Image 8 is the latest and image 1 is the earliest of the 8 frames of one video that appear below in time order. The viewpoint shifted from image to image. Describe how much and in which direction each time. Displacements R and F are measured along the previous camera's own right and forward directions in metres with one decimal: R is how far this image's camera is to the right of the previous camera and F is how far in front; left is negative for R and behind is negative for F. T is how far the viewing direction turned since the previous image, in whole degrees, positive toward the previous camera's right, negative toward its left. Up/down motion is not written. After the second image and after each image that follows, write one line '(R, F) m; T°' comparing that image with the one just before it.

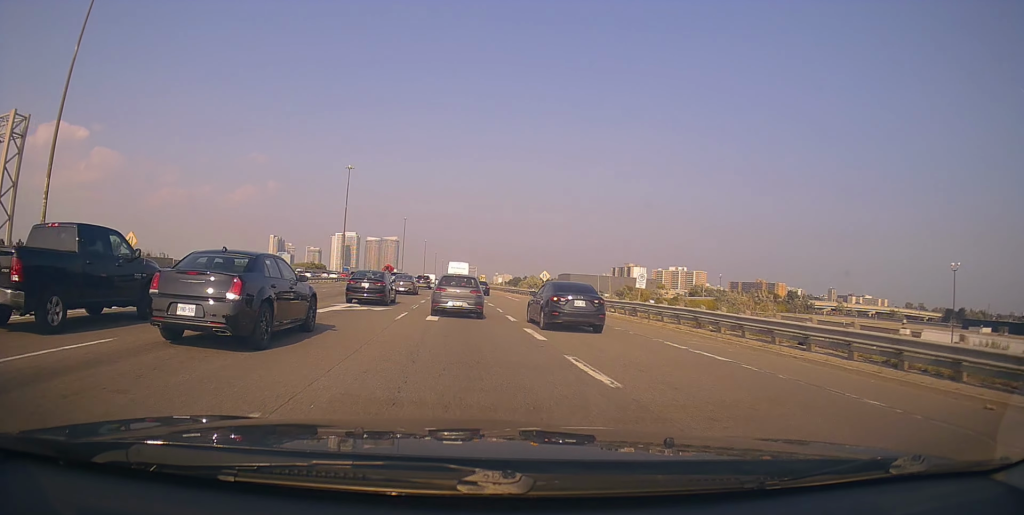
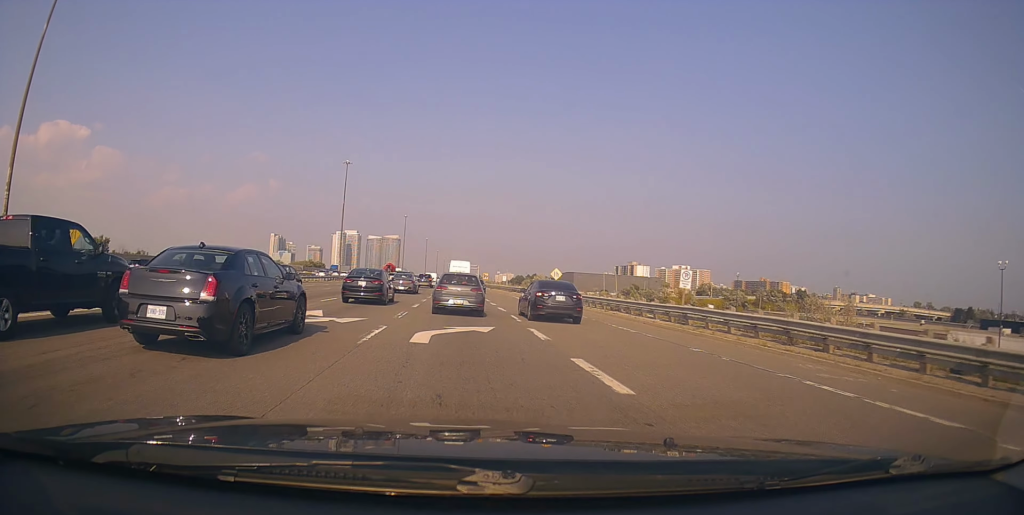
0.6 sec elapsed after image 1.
(+0.1, +6.2) m; 0°
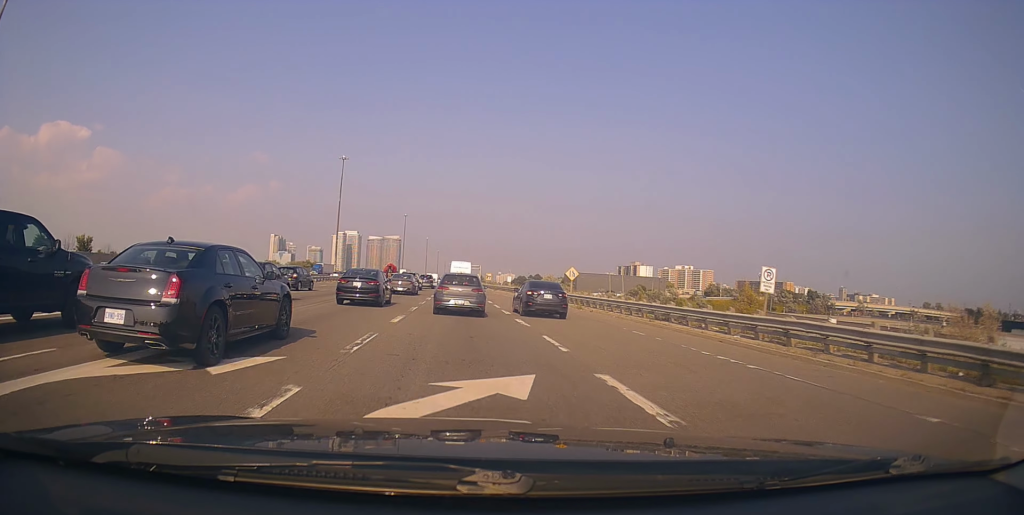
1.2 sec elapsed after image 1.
(0.0, +7.6) m; -1°
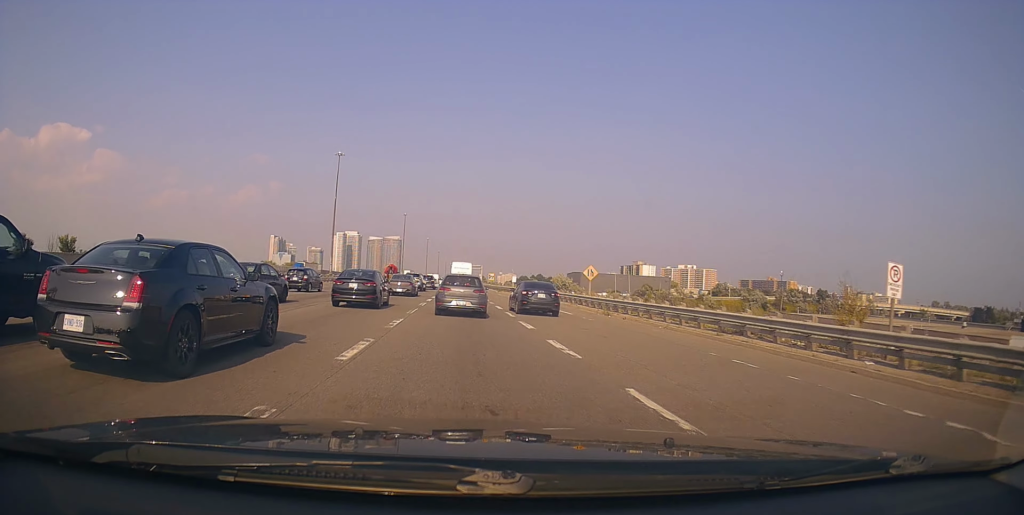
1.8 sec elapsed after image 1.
(0.0, +6.9) m; -1°
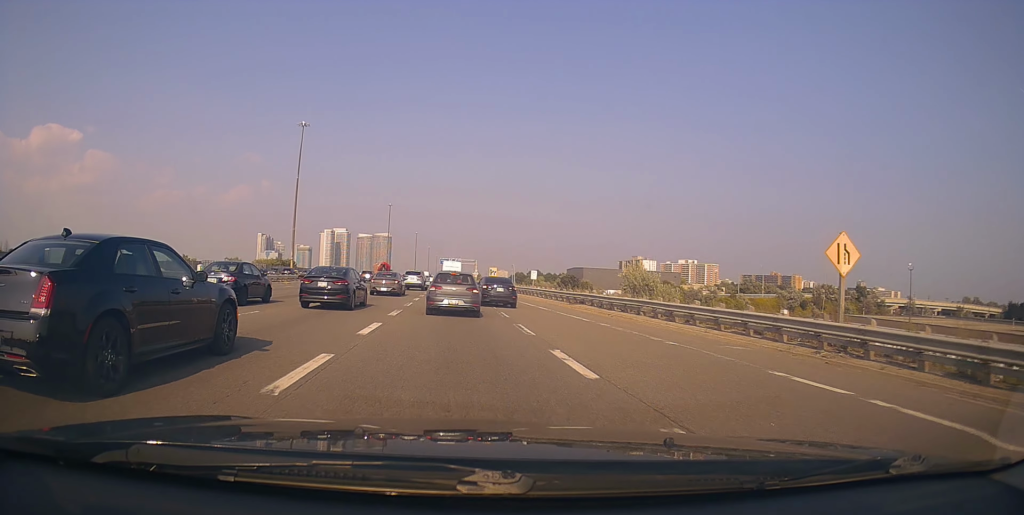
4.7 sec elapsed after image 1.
(-0.5, +32.8) m; +1°
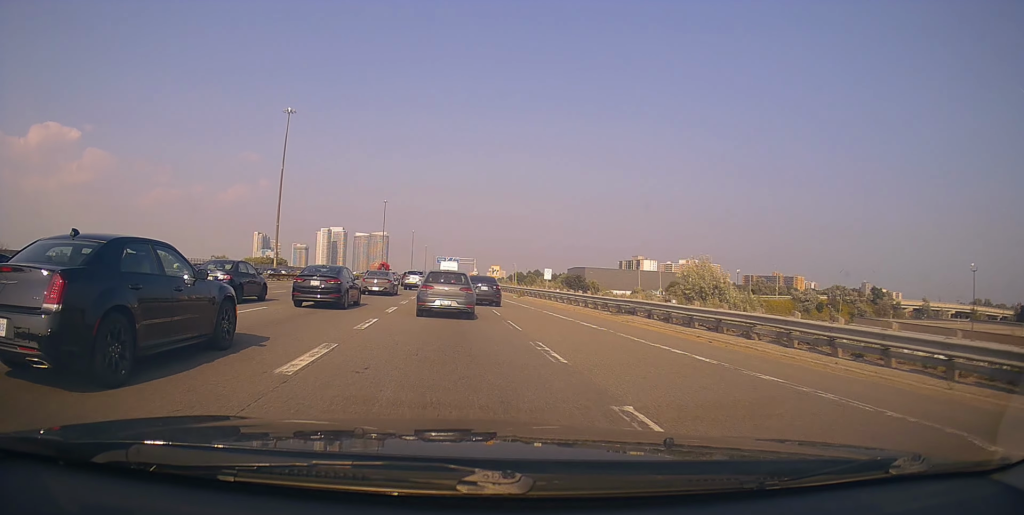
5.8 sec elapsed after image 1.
(-0.1, +11.2) m; -1°
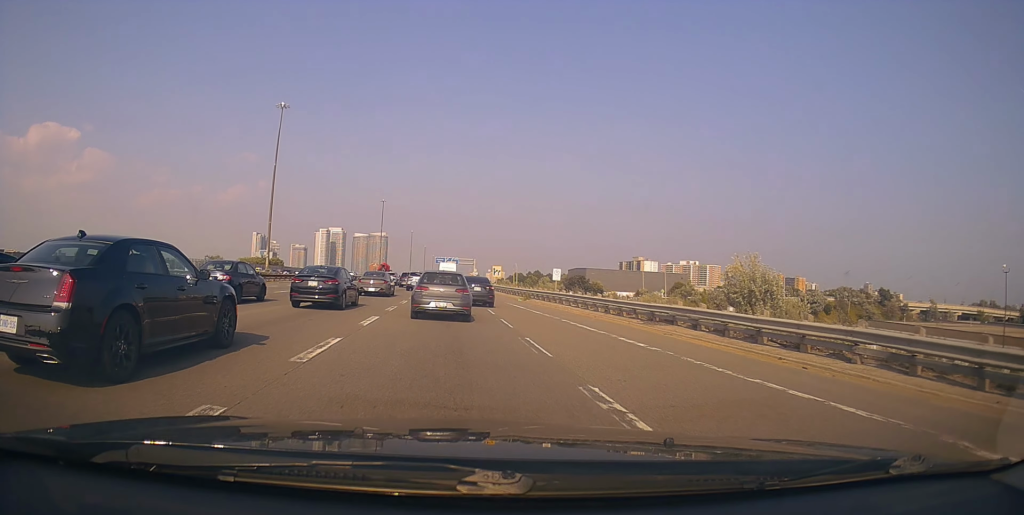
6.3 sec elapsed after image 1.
(0.0, +5.0) m; +1°
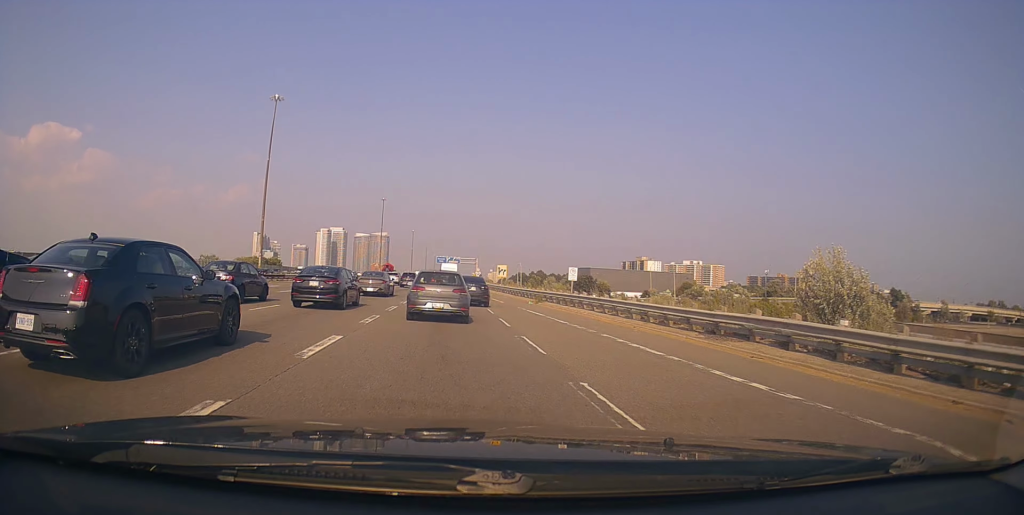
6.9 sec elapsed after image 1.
(0.0, +5.9) m; 0°
